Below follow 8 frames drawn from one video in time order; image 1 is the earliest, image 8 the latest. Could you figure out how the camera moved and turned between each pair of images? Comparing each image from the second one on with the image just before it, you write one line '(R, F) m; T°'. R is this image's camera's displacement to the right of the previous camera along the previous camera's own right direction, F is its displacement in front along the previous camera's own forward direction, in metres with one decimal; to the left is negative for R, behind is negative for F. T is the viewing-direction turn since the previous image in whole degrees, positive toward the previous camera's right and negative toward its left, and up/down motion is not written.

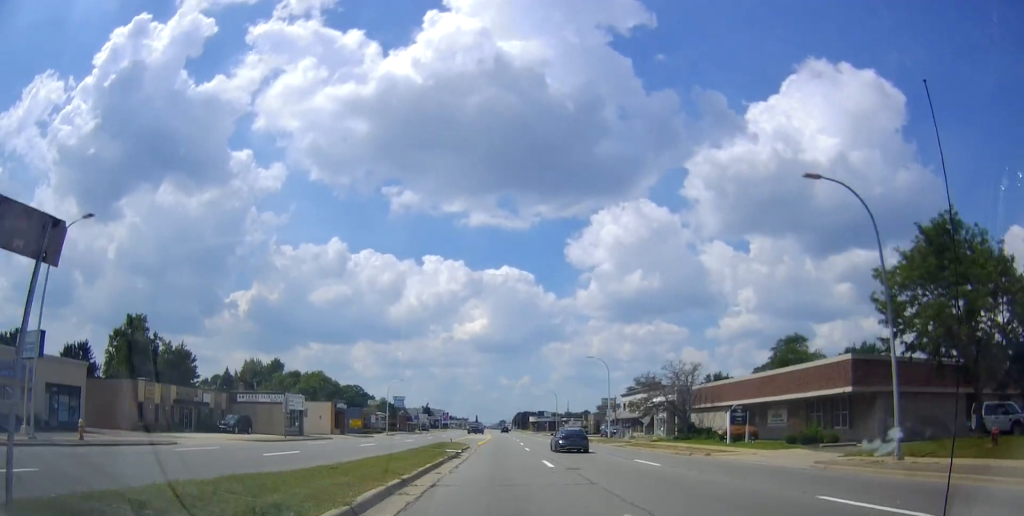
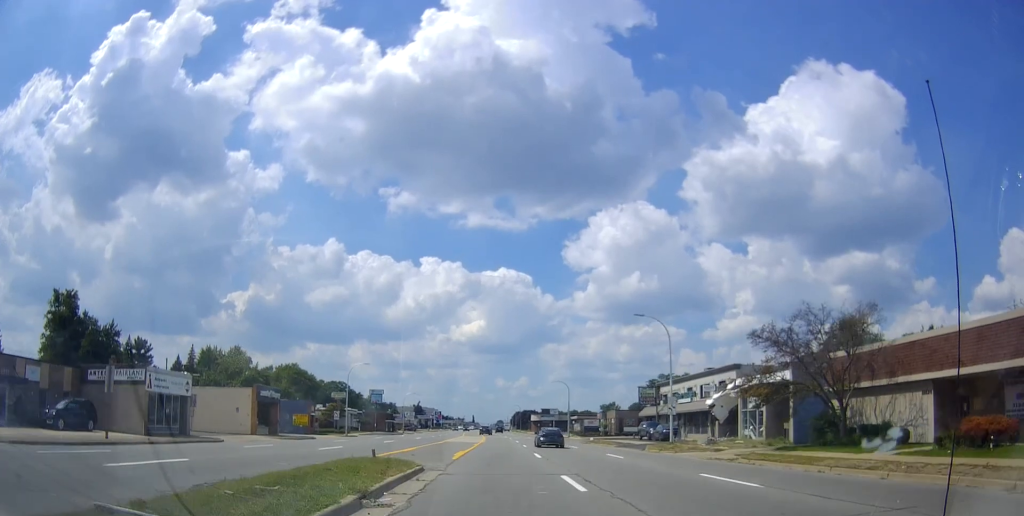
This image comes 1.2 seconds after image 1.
(+0.1, +24.8) m; +1°
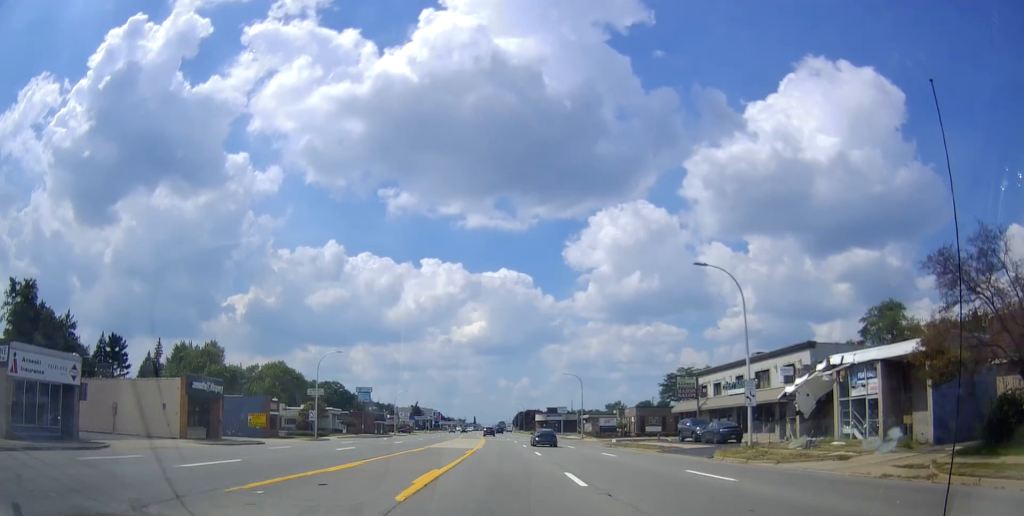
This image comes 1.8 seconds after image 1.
(0.0, +13.1) m; 0°
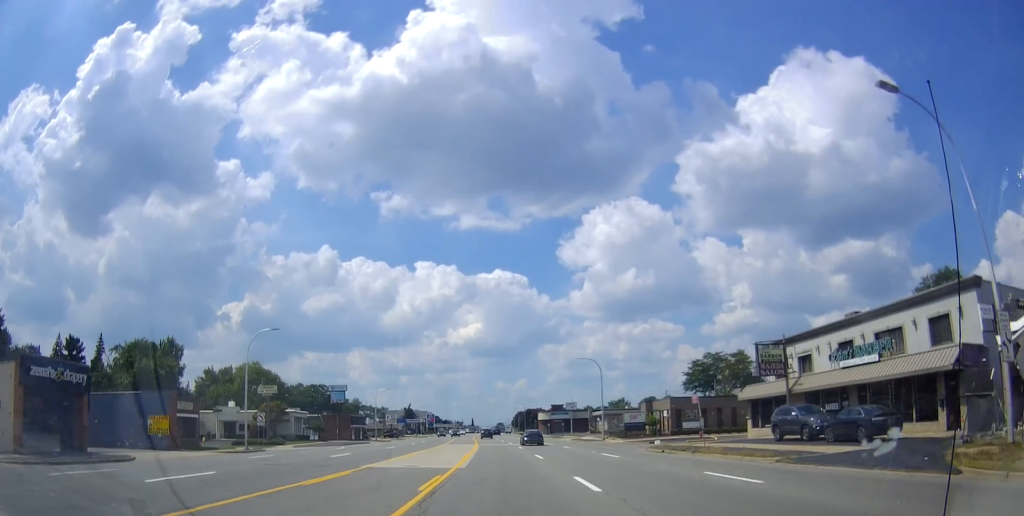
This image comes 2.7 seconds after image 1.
(0.0, +17.3) m; 0°
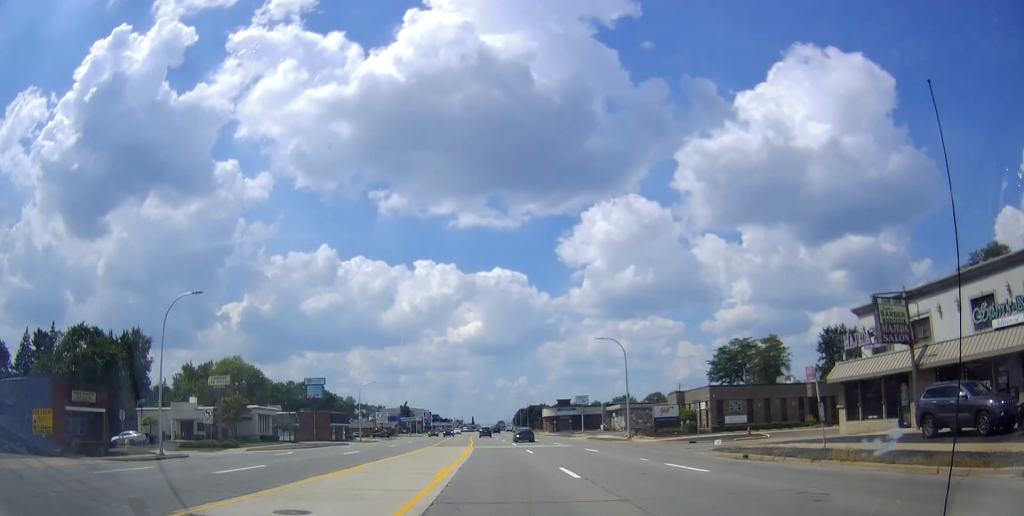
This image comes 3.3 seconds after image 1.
(0.0, +12.5) m; 0°
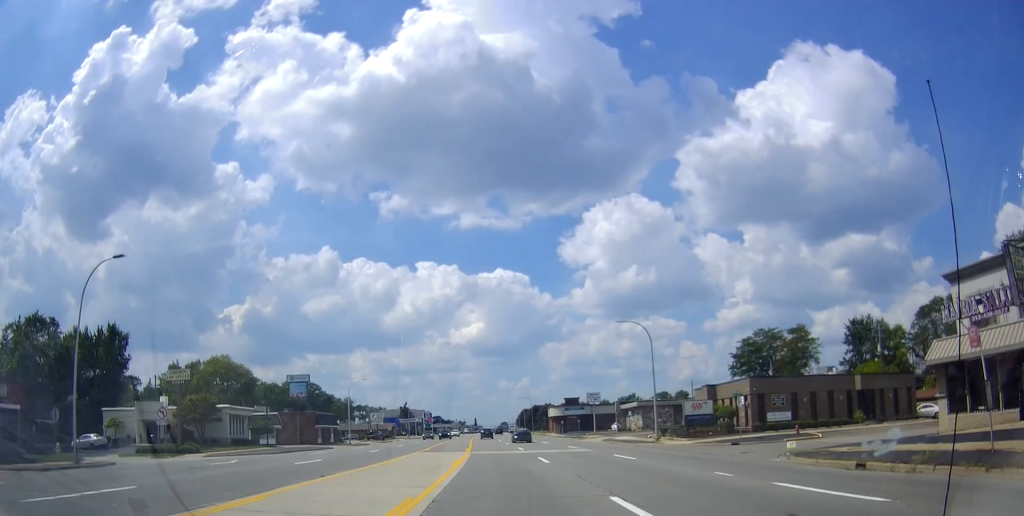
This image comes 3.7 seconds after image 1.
(0.0, +8.3) m; 0°
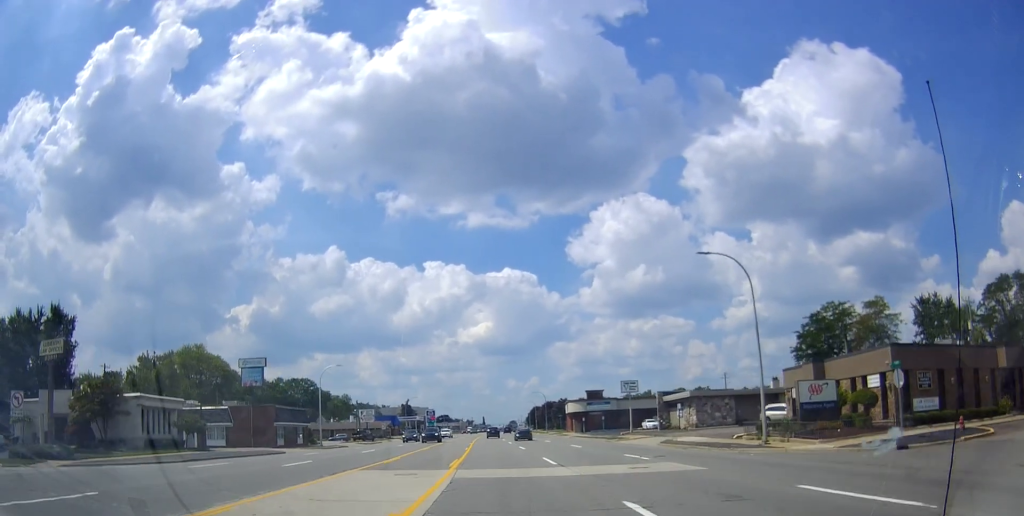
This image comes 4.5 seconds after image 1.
(0.0, +17.3) m; 0°
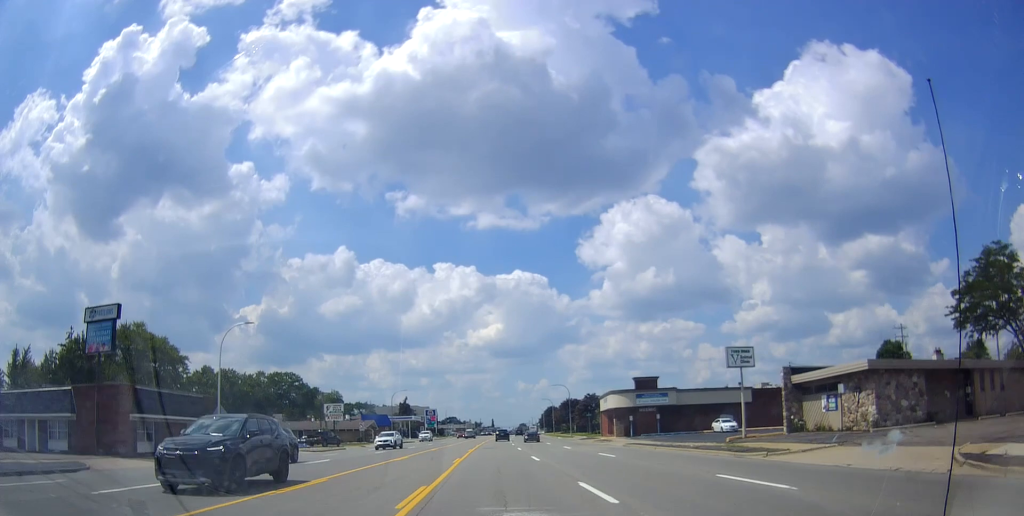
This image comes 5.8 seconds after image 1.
(-0.4, +26.9) m; -2°
